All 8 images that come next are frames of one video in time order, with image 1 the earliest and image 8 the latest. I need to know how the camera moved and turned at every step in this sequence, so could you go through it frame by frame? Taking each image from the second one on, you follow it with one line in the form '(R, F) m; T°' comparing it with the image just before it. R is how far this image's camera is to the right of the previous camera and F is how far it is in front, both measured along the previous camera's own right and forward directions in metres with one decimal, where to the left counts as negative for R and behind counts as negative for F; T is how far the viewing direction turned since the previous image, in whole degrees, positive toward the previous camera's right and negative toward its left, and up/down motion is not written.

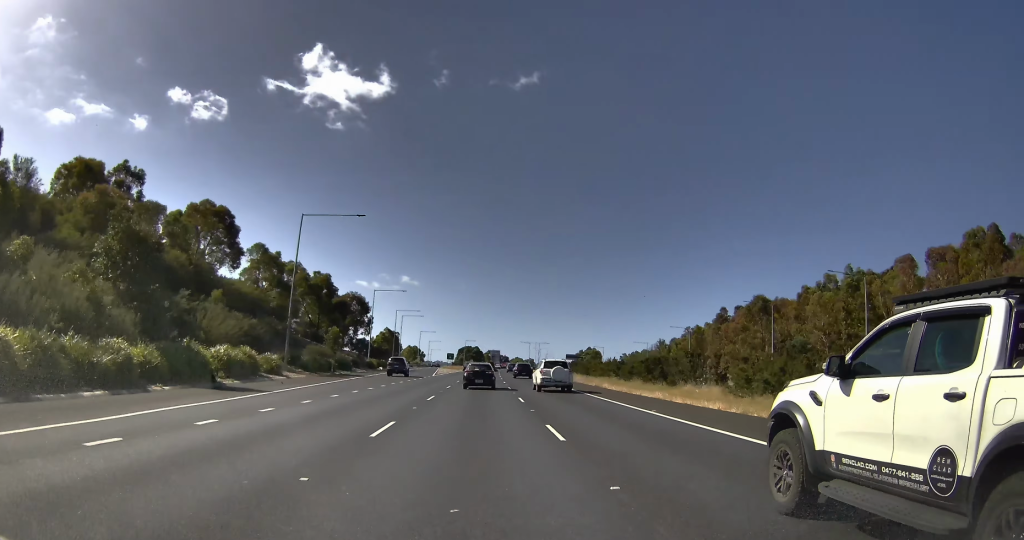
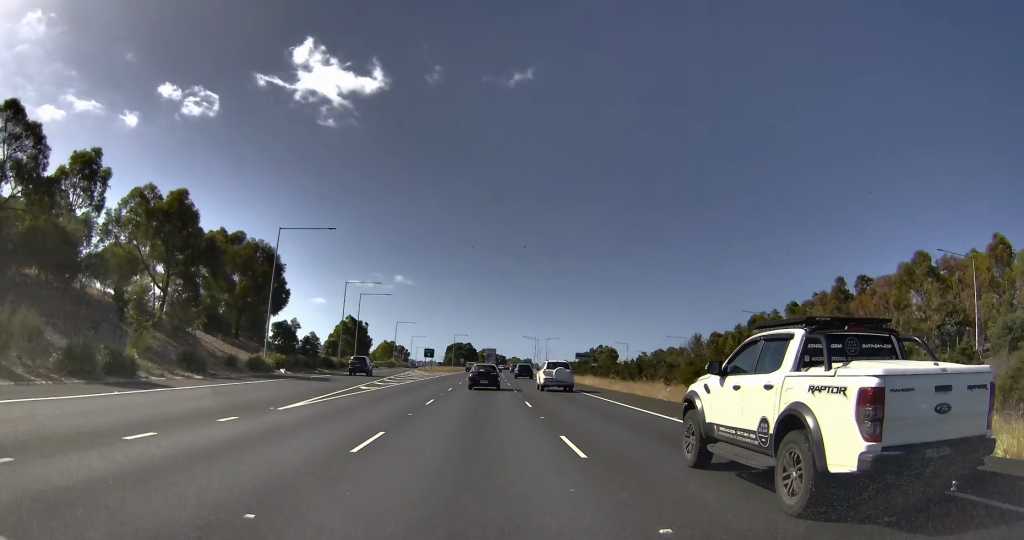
(-1.2, +52.1) m; -1°
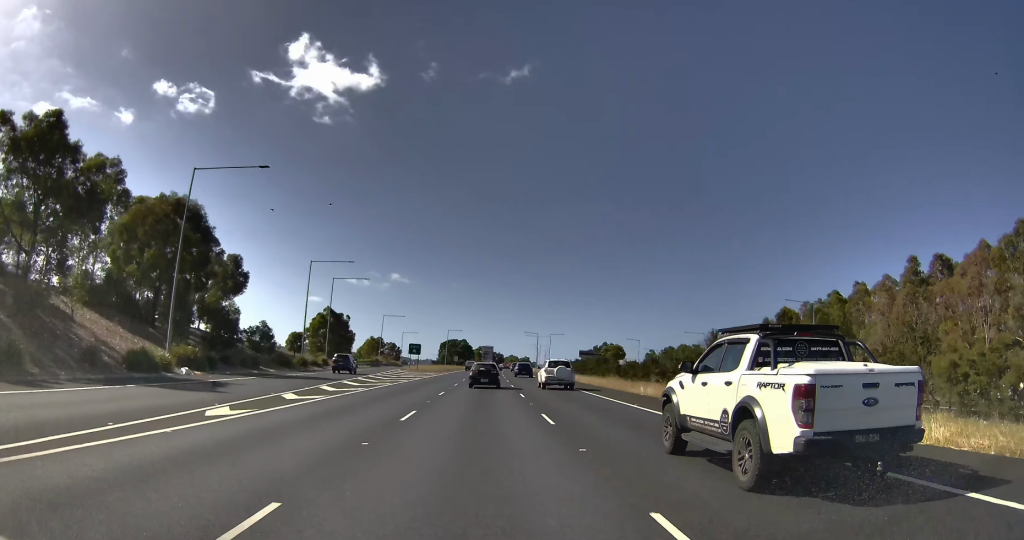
(+0.2, +18.7) m; 0°
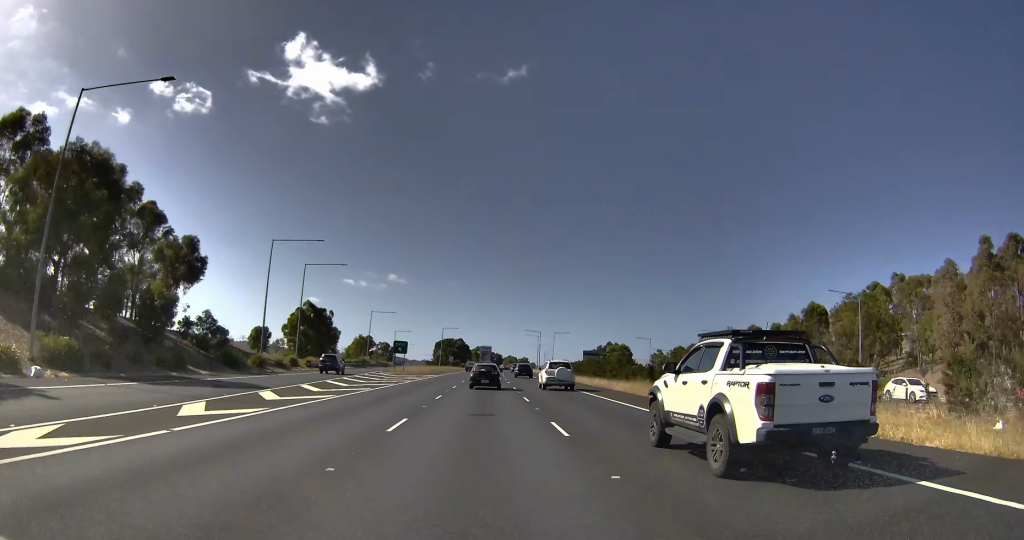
(+0.4, +14.1) m; -1°
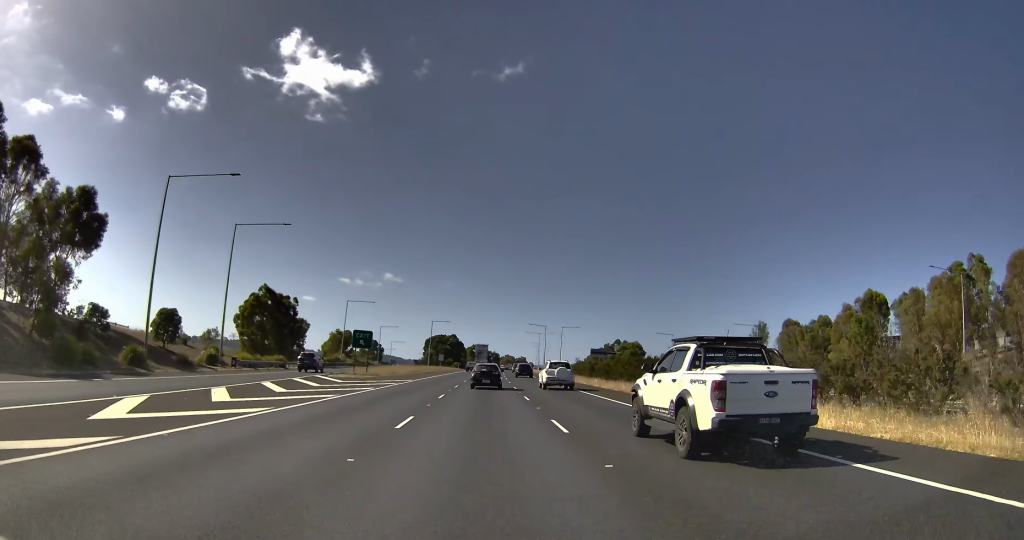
(-0.8, +21.7) m; -2°
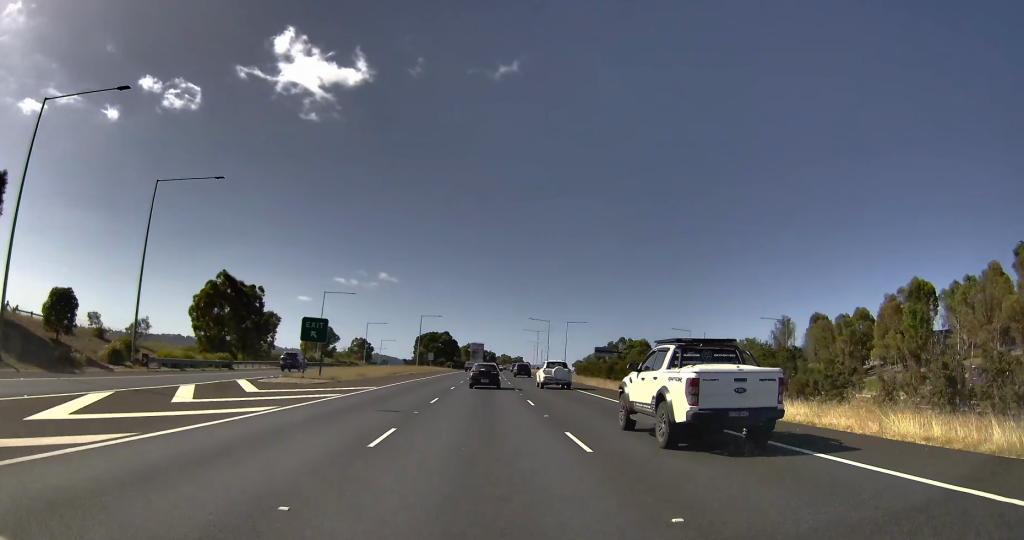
(-0.1, +13.2) m; 0°
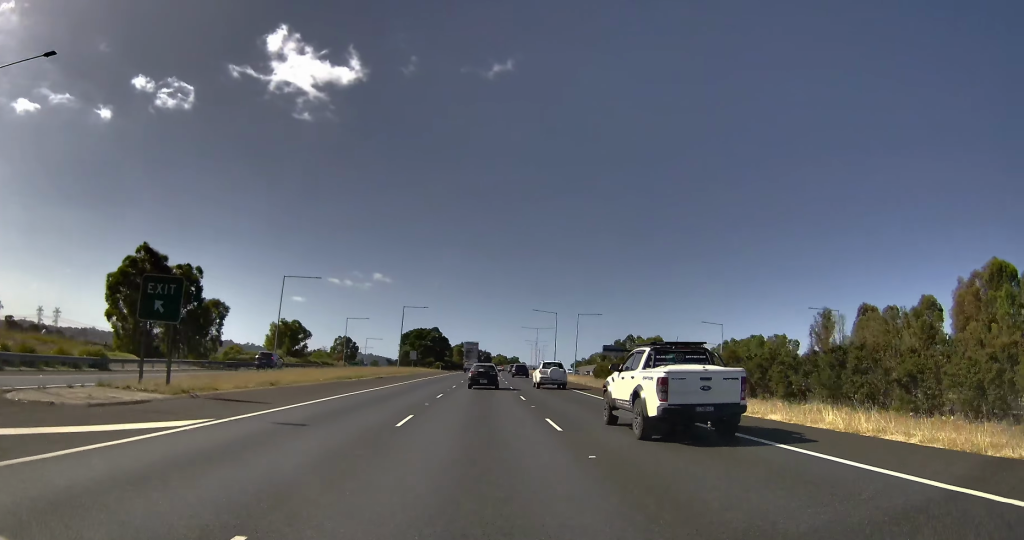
(+0.2, +16.8) m; 0°
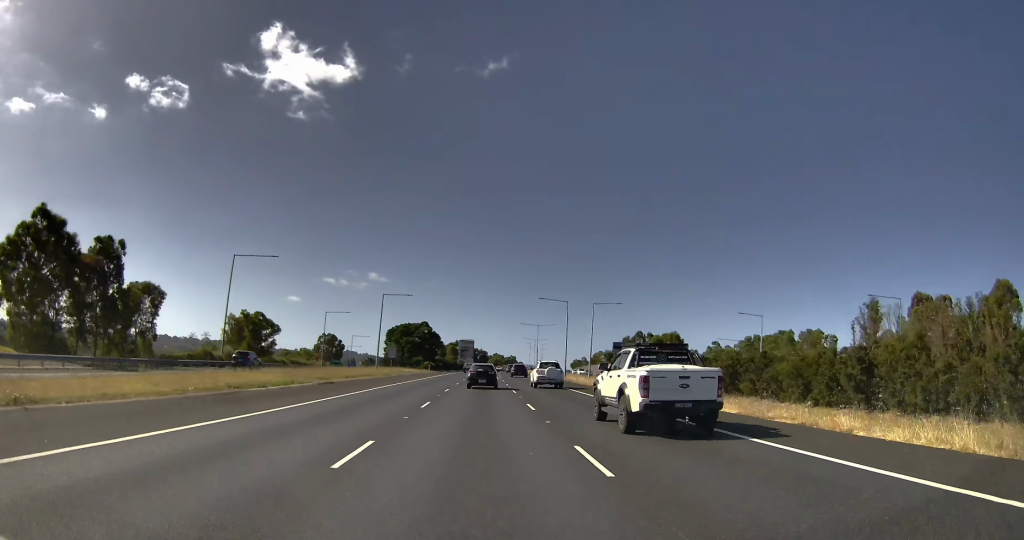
(0.0, +12.9) m; 0°
